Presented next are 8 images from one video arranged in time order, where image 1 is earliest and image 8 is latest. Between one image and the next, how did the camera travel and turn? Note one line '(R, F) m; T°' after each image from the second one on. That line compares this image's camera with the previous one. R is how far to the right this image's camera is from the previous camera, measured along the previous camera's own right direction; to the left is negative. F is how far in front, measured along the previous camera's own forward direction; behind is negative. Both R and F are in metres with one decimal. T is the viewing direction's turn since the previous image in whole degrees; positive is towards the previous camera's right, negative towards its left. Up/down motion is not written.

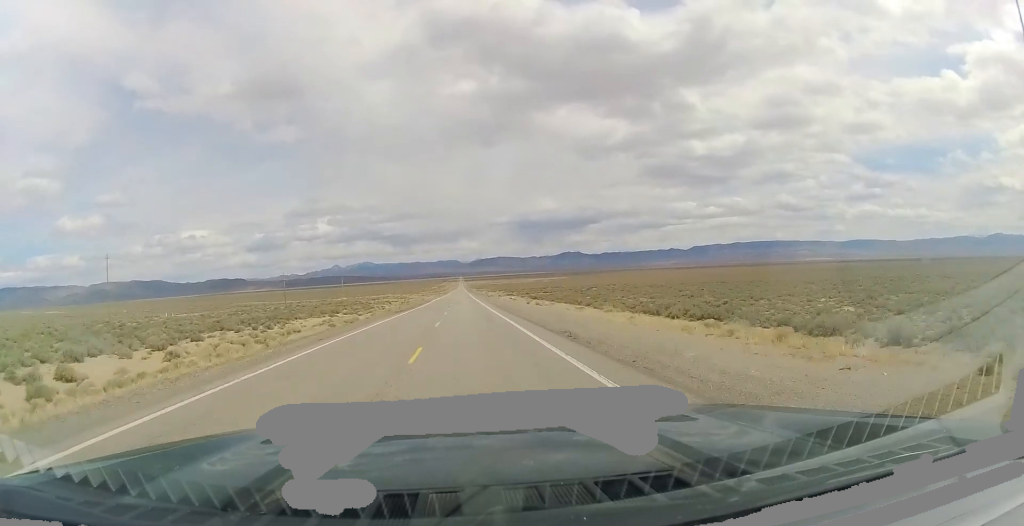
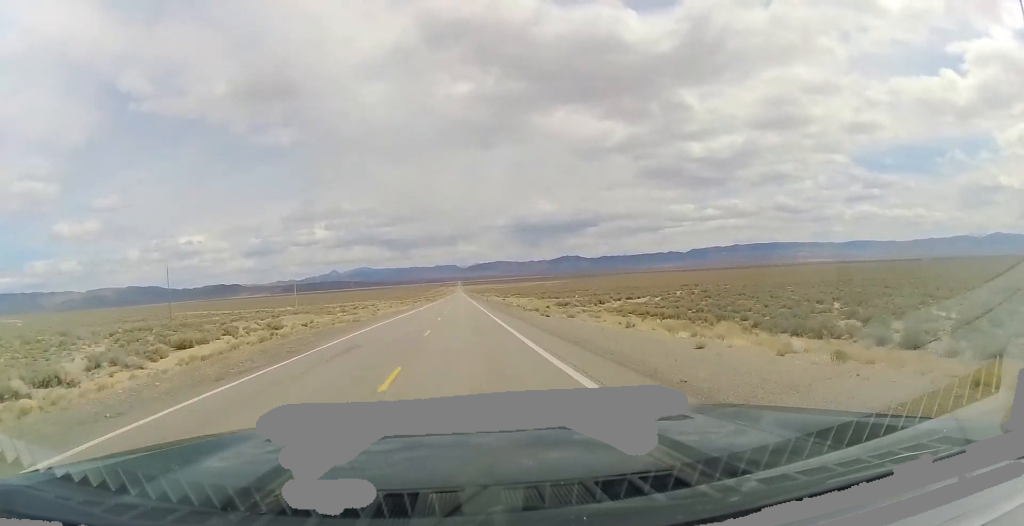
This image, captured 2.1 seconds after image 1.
(+1.0, +77.1) m; +1°
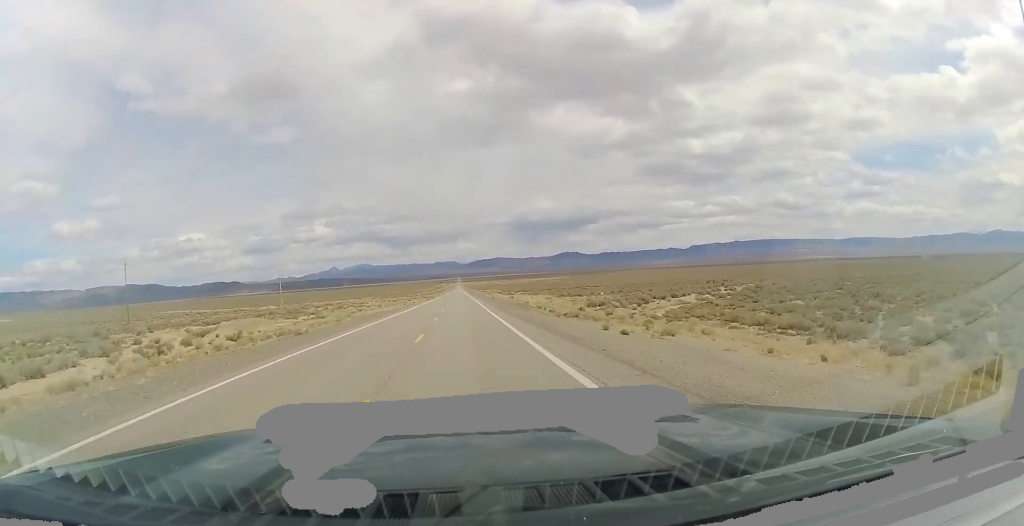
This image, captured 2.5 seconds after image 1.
(+0.1, +16.3) m; 0°
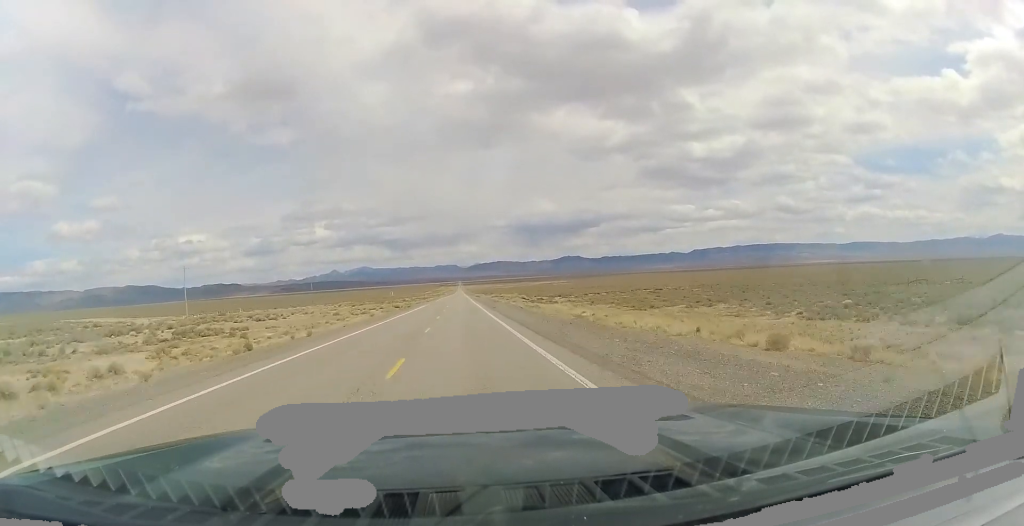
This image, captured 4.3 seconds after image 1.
(-0.6, +68.4) m; 0°
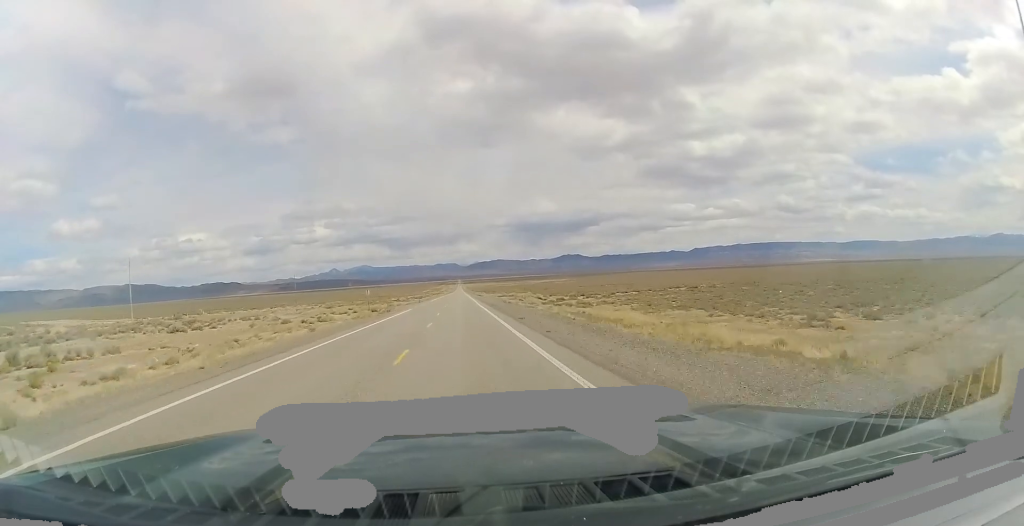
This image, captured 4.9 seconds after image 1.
(0.0, +22.8) m; 0°
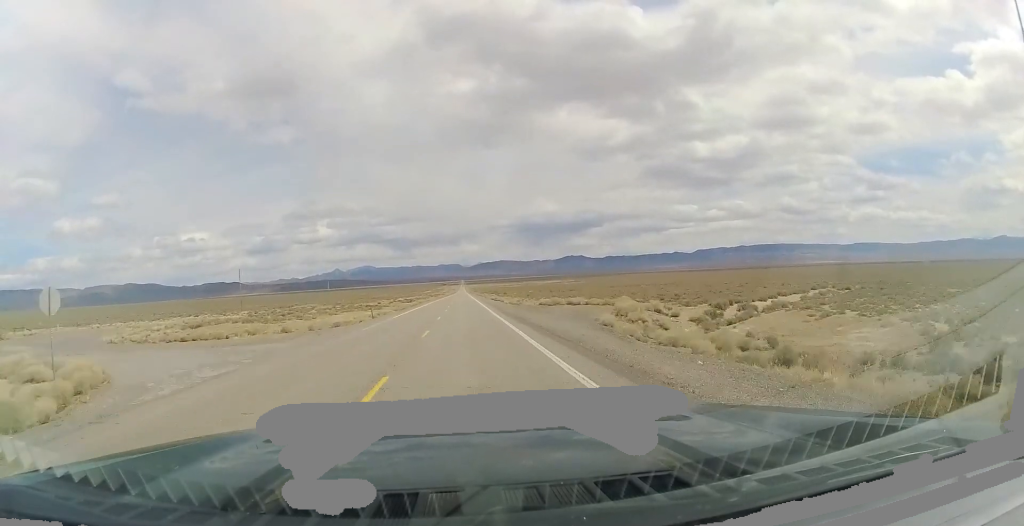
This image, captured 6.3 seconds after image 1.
(+0.1, +54.2) m; 0°
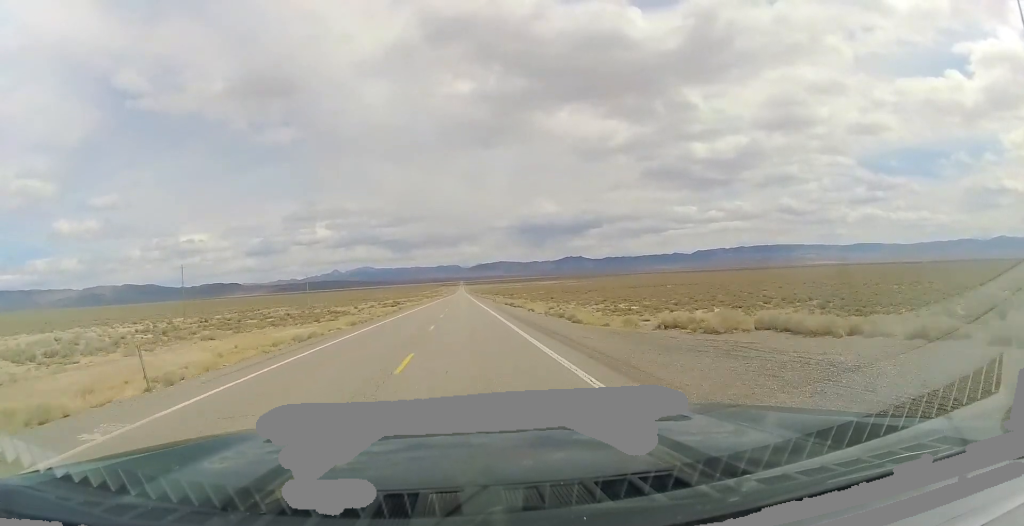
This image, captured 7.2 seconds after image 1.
(0.0, +32.7) m; 0°
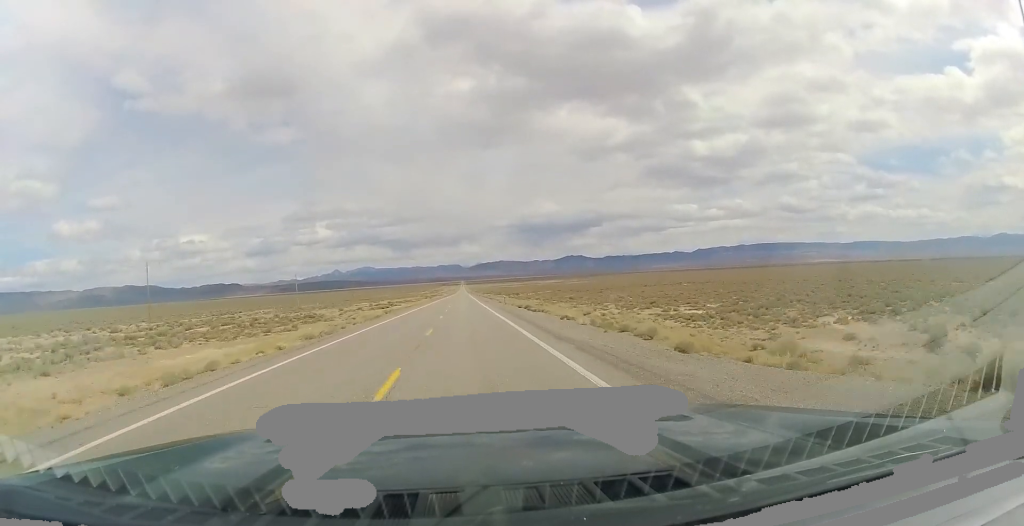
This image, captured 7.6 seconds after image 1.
(-0.1, +15.1) m; 0°
